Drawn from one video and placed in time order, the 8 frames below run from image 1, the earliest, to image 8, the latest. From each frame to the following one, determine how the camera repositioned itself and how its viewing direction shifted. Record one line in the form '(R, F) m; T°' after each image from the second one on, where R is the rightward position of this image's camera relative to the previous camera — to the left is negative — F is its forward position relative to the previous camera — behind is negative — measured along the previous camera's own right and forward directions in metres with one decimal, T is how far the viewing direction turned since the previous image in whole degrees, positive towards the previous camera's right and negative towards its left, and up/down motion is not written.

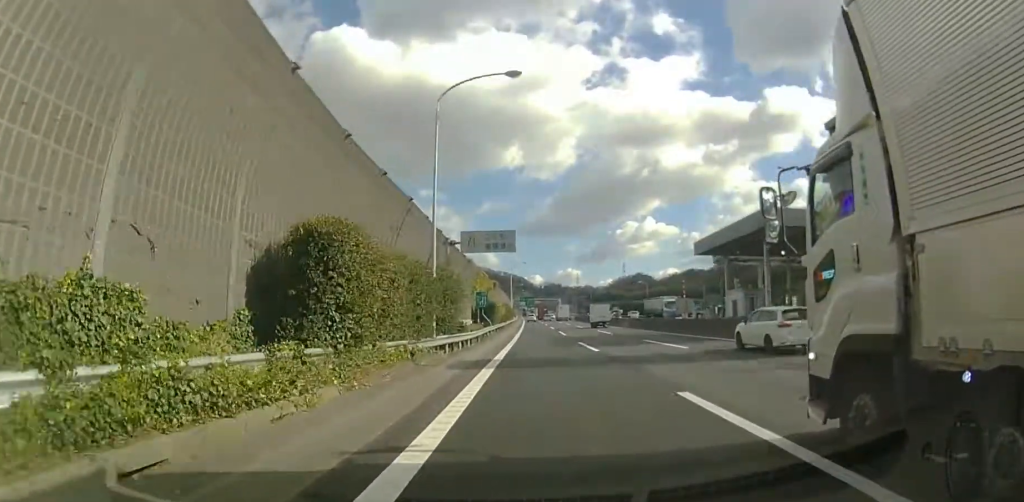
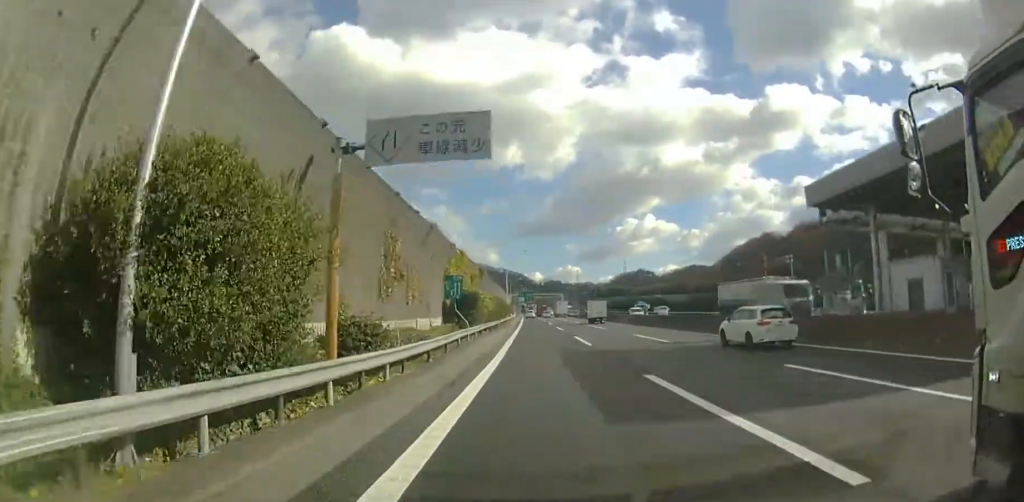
(0.0, +17.4) m; 0°
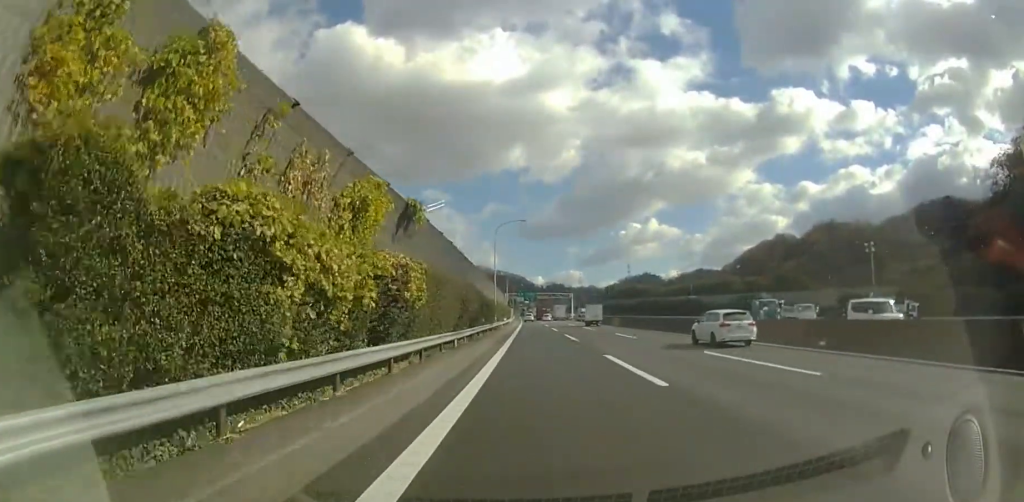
(-0.1, +33.6) m; 0°
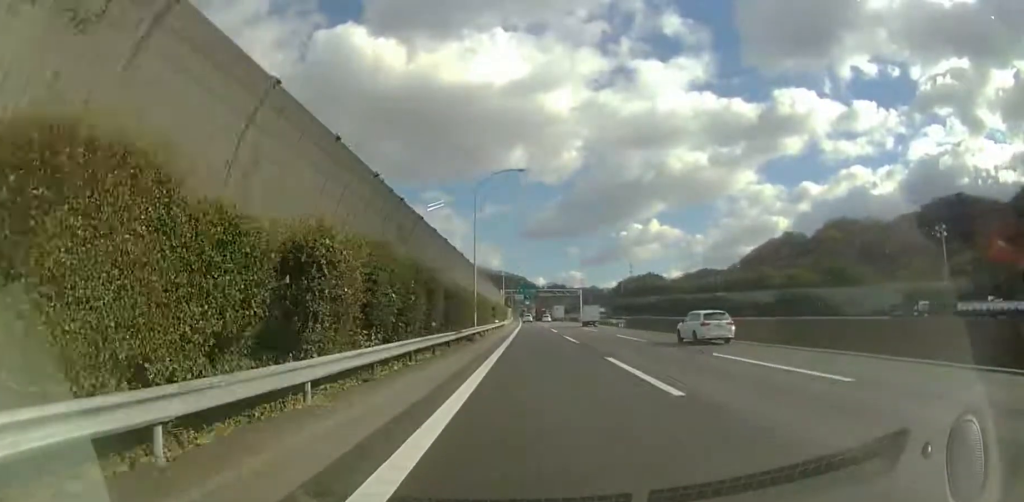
(0.0, +21.3) m; 0°
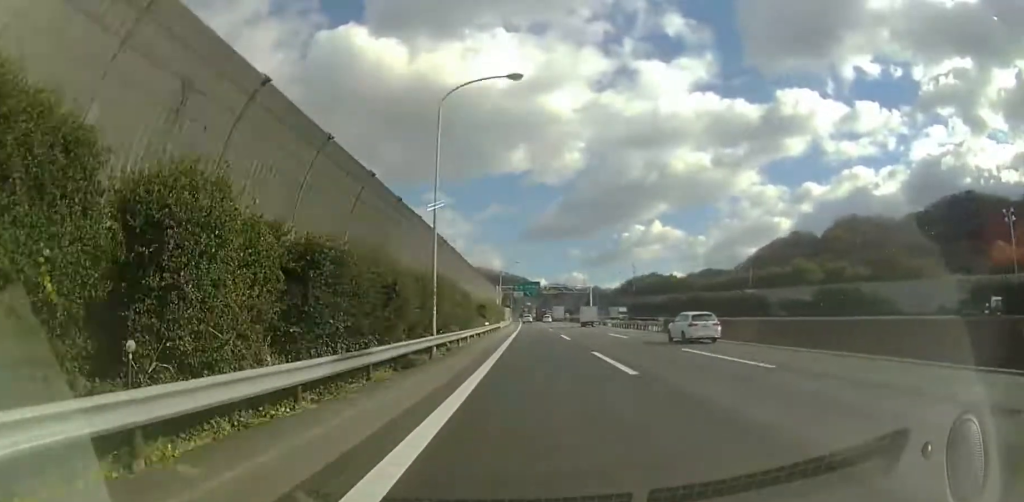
(0.0, +16.8) m; 0°
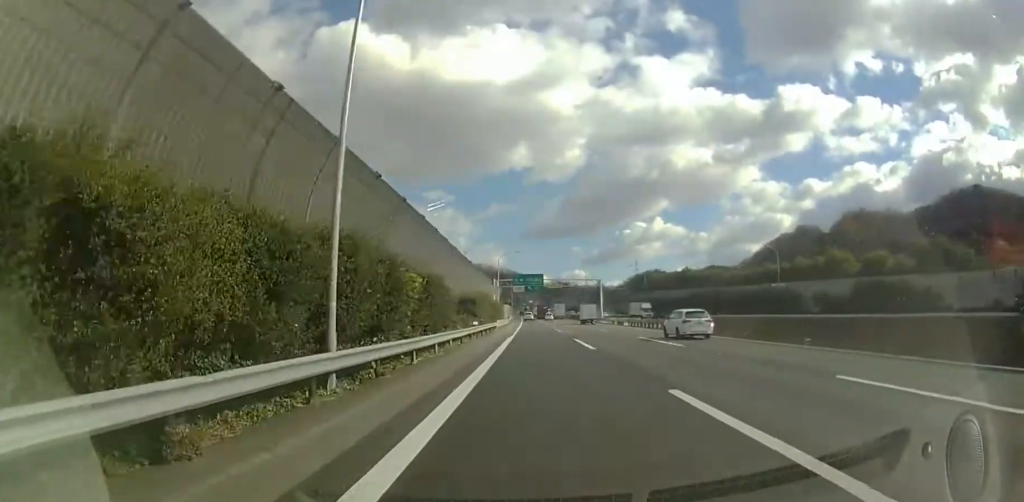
(+0.1, +11.2) m; -1°
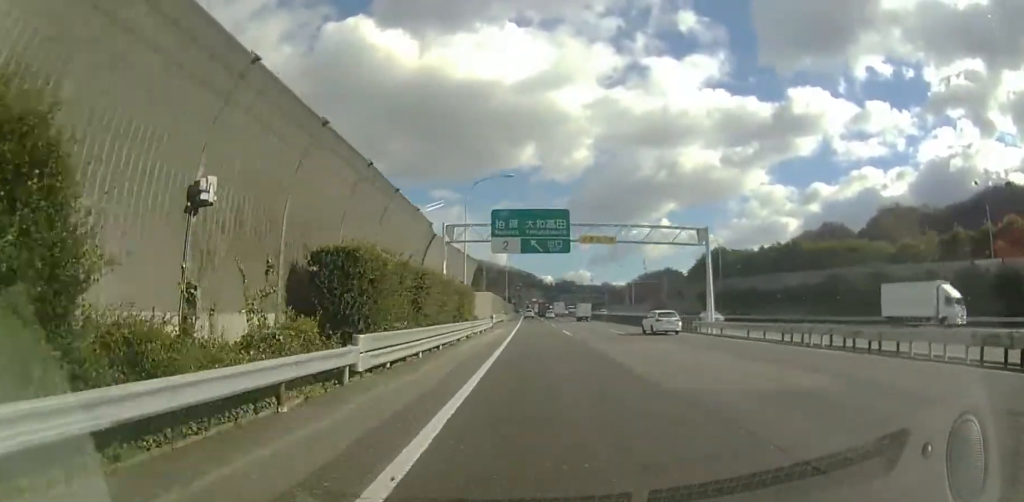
(-1.1, +49.5) m; -1°
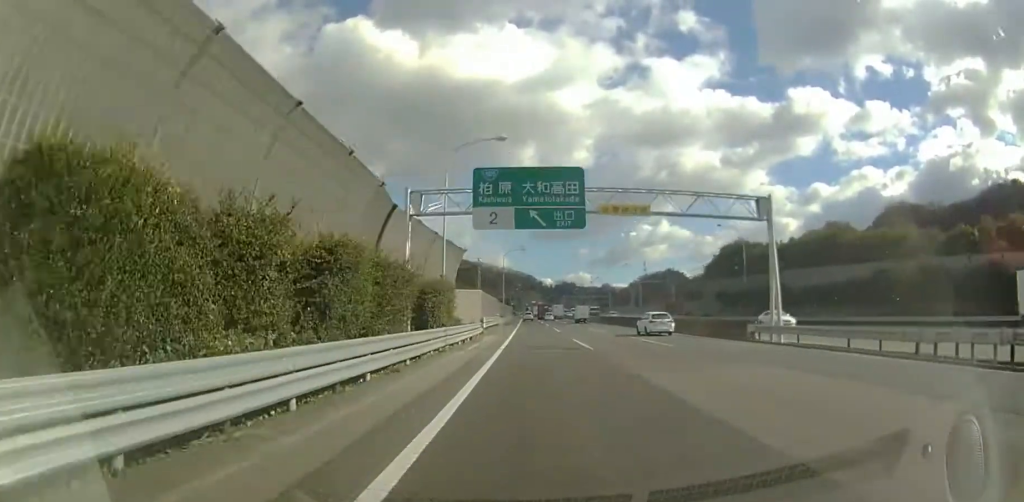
(0.0, +9.9) m; 0°
